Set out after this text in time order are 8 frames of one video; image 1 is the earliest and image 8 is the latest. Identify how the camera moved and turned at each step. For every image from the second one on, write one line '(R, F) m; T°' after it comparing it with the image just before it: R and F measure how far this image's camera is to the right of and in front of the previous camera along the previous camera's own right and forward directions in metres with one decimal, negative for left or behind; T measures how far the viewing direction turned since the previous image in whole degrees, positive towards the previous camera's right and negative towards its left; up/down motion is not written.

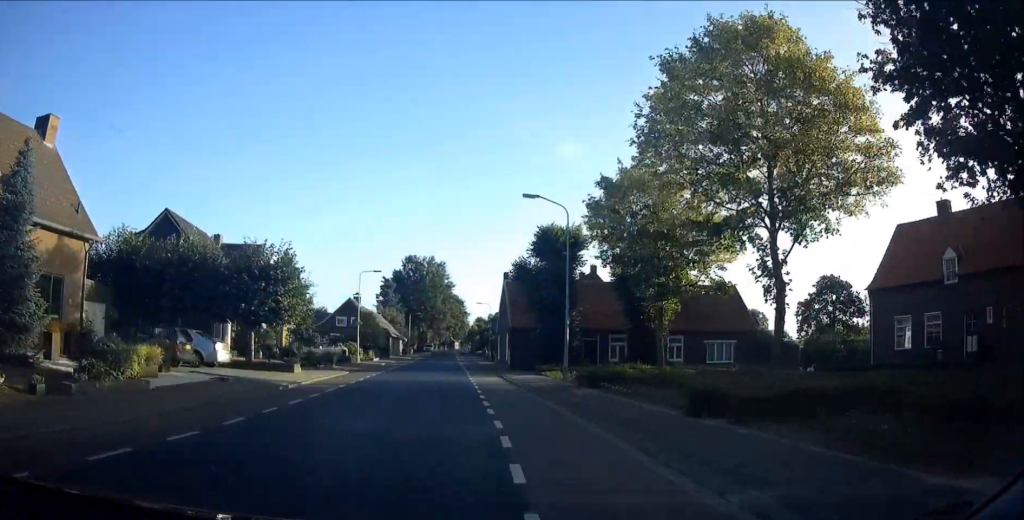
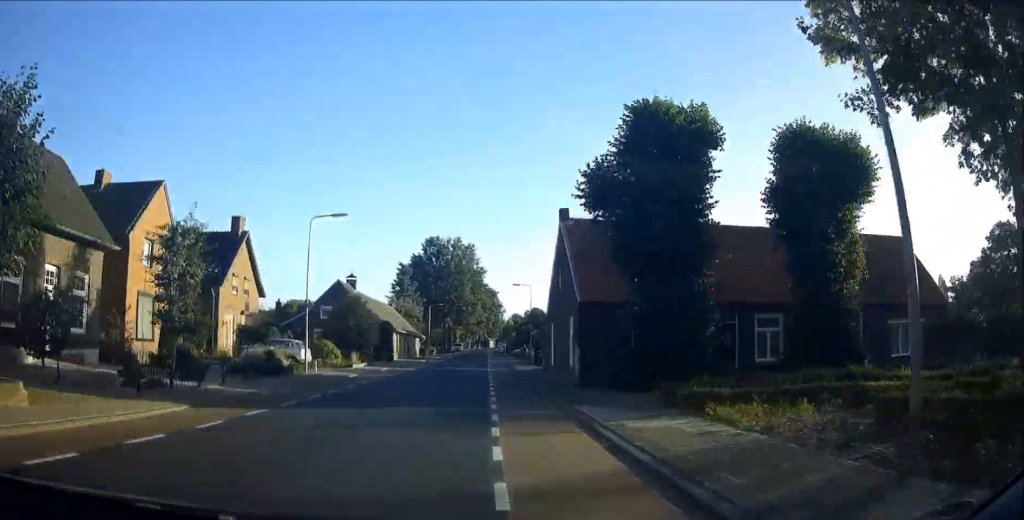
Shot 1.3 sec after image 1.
(-0.6, +19.2) m; -2°
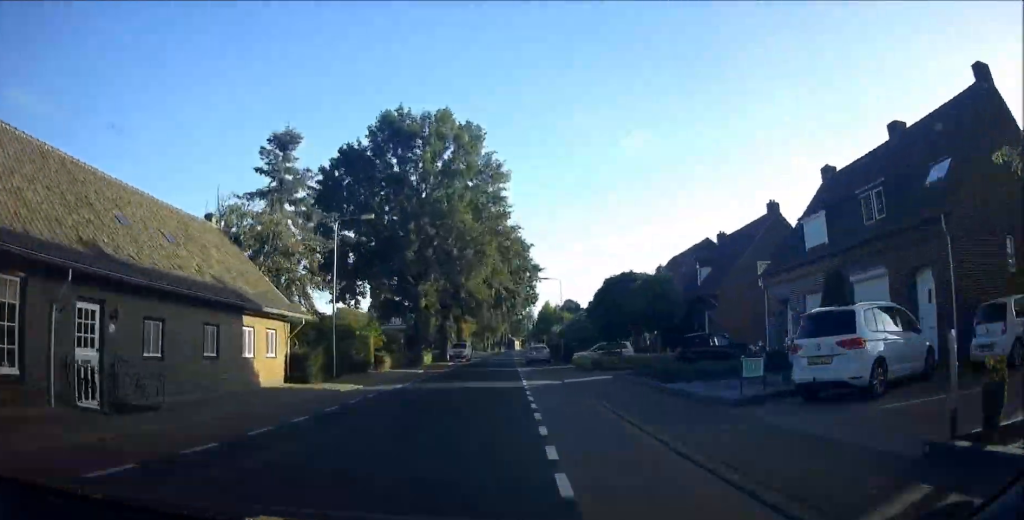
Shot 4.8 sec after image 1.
(-0.9, +53.7) m; -1°
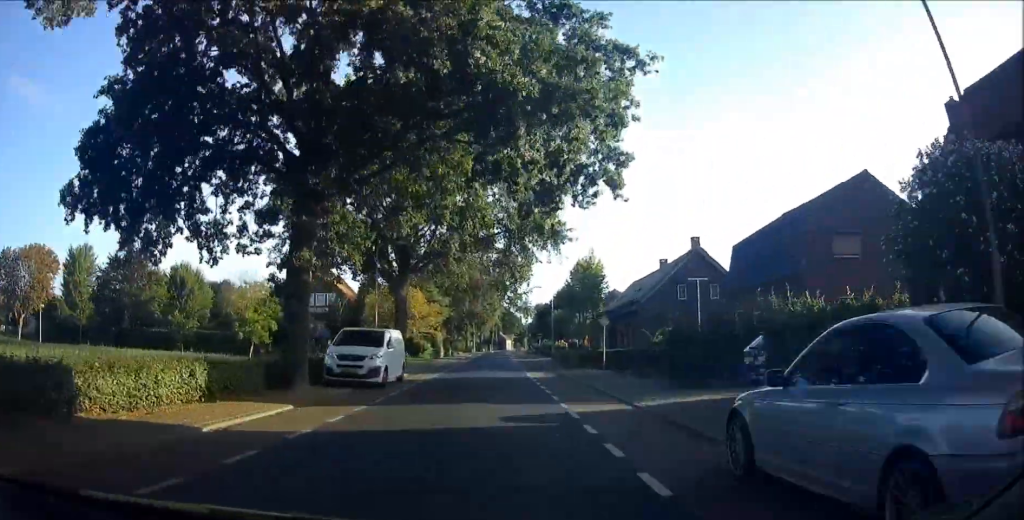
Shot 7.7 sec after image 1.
(+0.3, +44.6) m; +1°
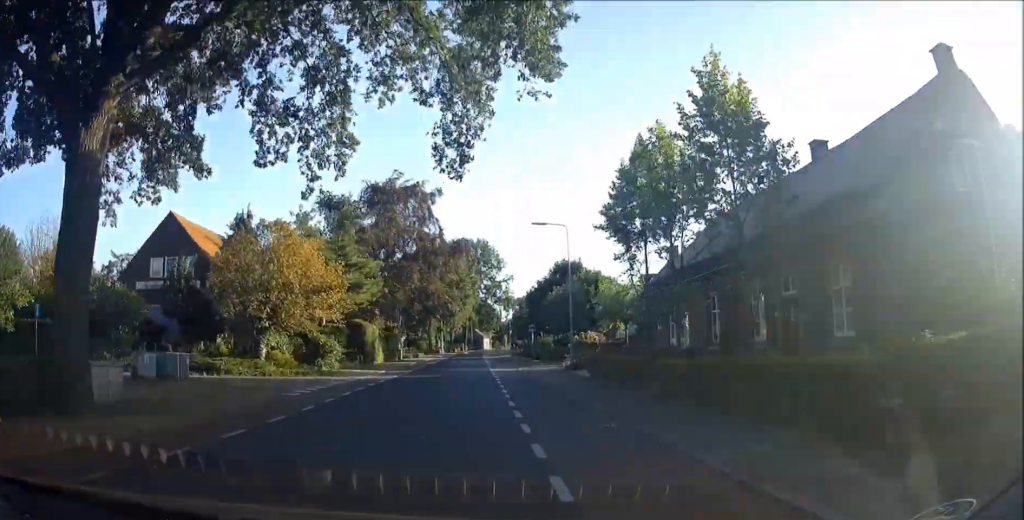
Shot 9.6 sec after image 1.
(+0.3, +28.2) m; 0°
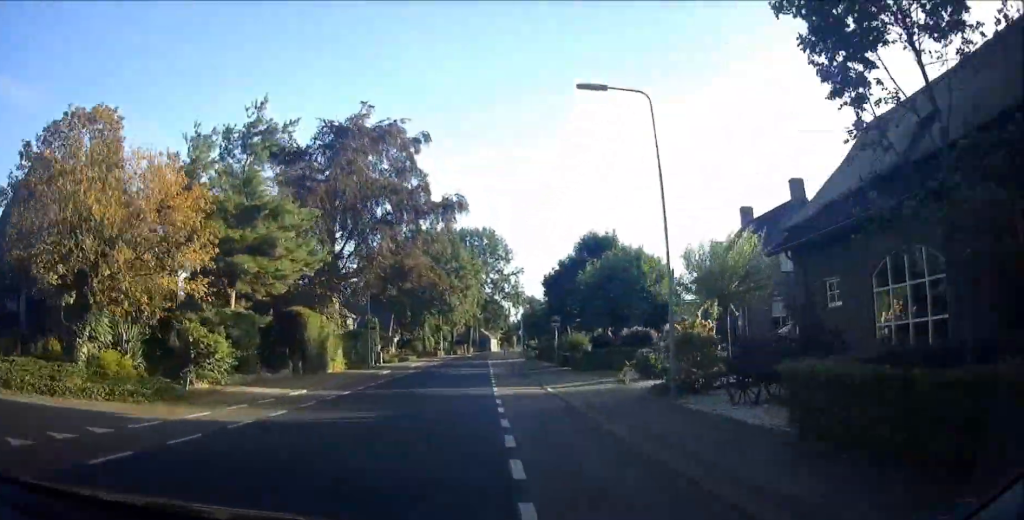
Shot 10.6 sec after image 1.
(0.0, +15.1) m; -1°
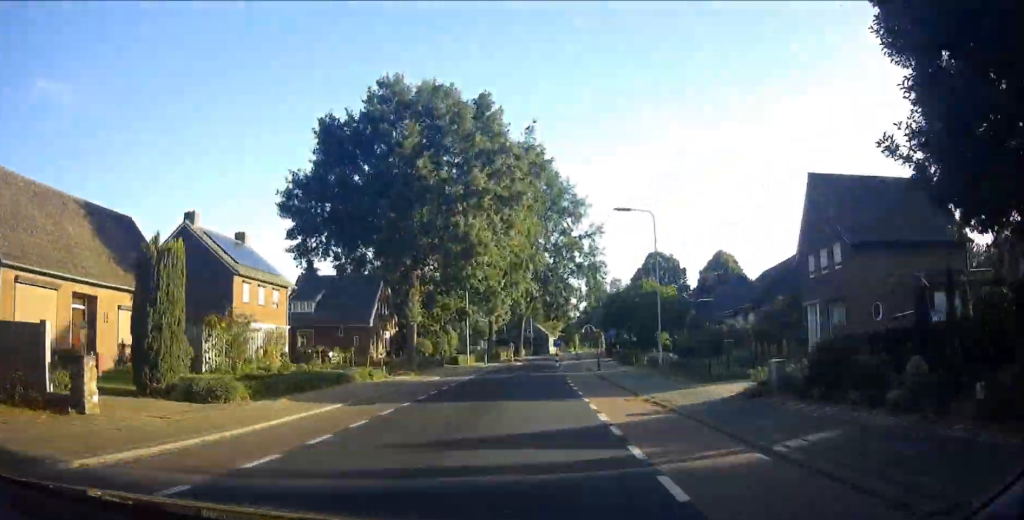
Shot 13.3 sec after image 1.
(-1.0, +41.1) m; 0°
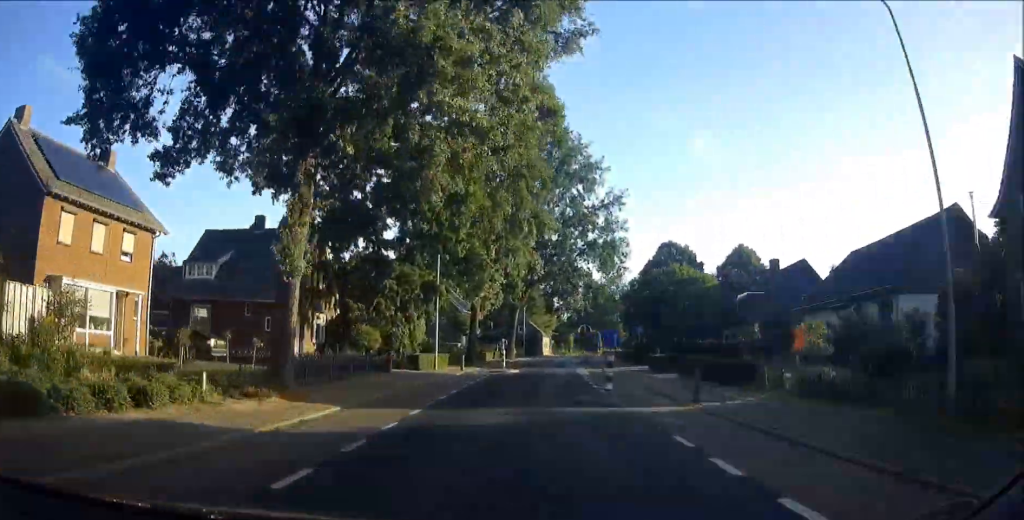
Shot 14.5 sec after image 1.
(+0.3, +17.0) m; +2°
